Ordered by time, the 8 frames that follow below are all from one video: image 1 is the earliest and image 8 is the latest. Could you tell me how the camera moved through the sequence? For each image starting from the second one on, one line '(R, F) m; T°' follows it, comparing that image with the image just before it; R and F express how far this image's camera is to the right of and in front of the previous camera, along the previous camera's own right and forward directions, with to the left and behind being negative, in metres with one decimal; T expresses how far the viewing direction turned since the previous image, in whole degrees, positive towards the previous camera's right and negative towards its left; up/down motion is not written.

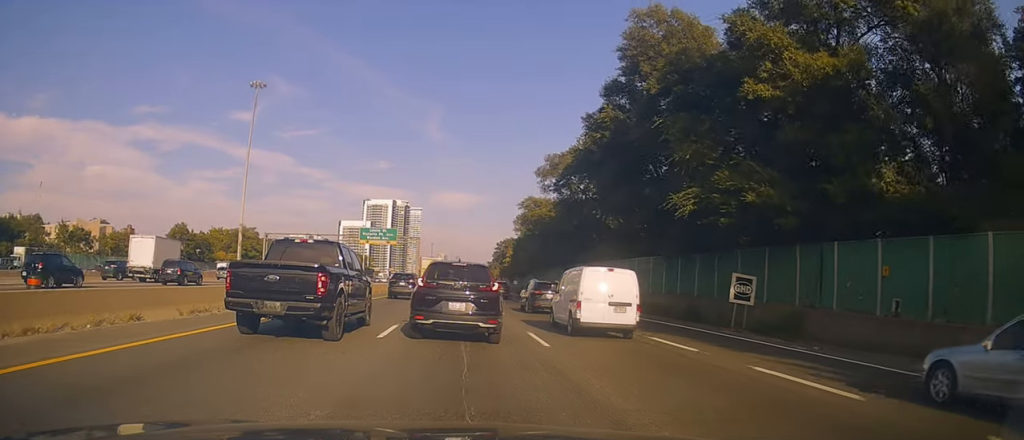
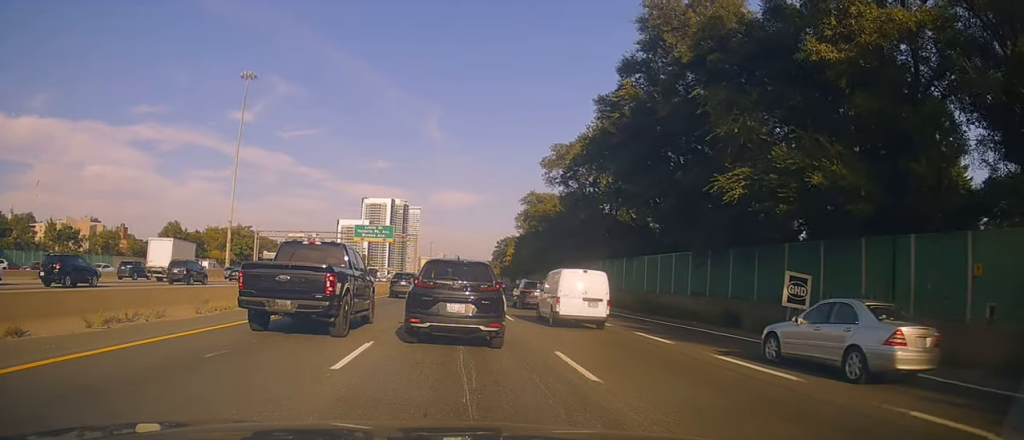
(-0.1, +4.6) m; -4°
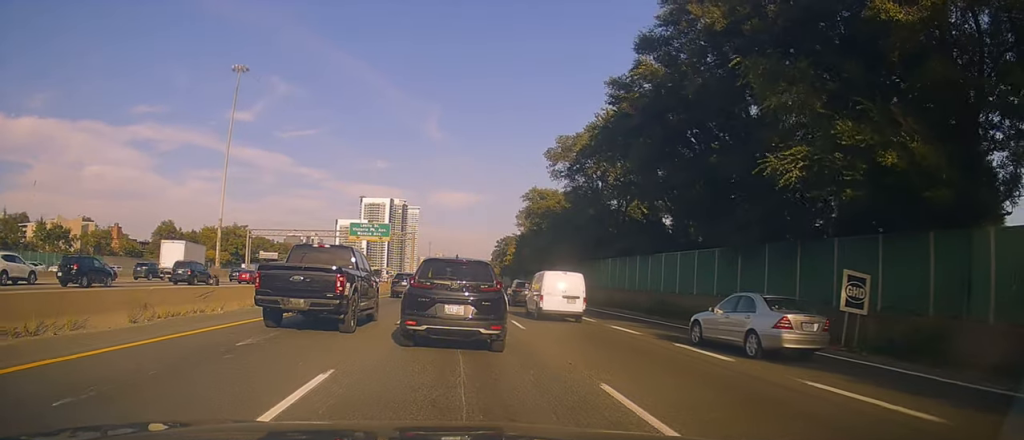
(-0.2, +3.8) m; -3°
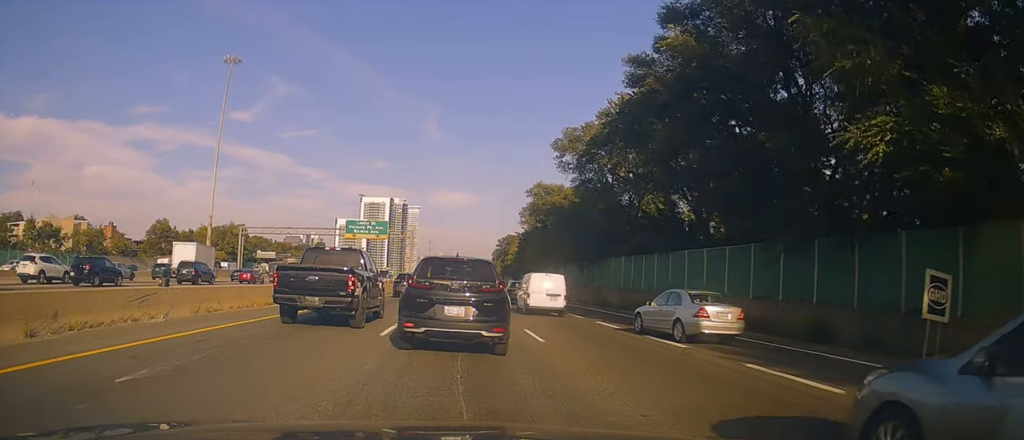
(-0.1, +4.0) m; 0°
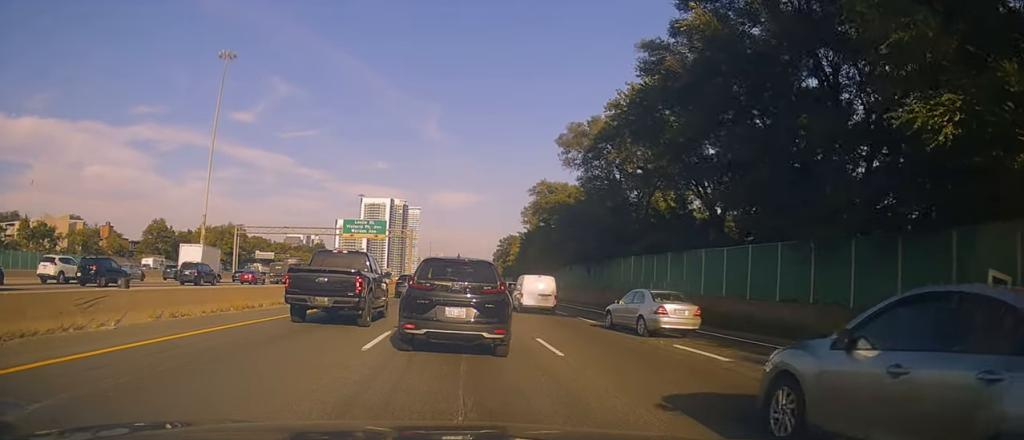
(+0.1, +2.4) m; +2°
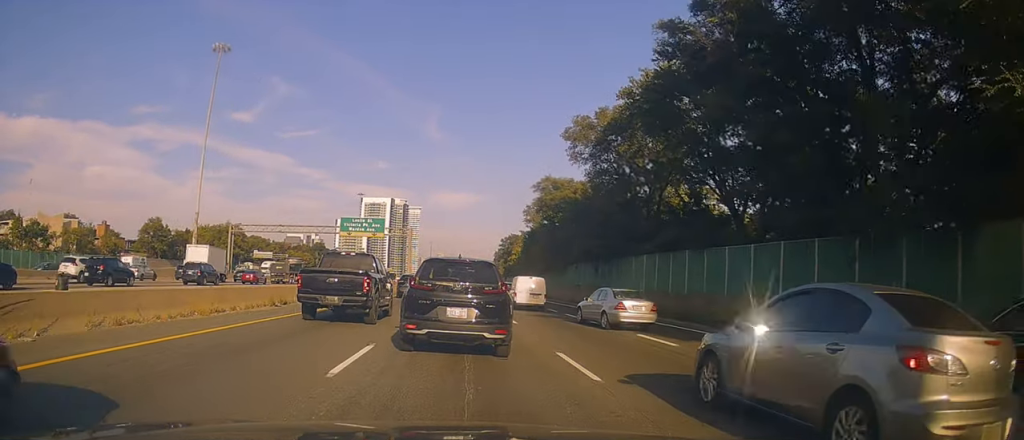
(+0.1, +2.8) m; +1°
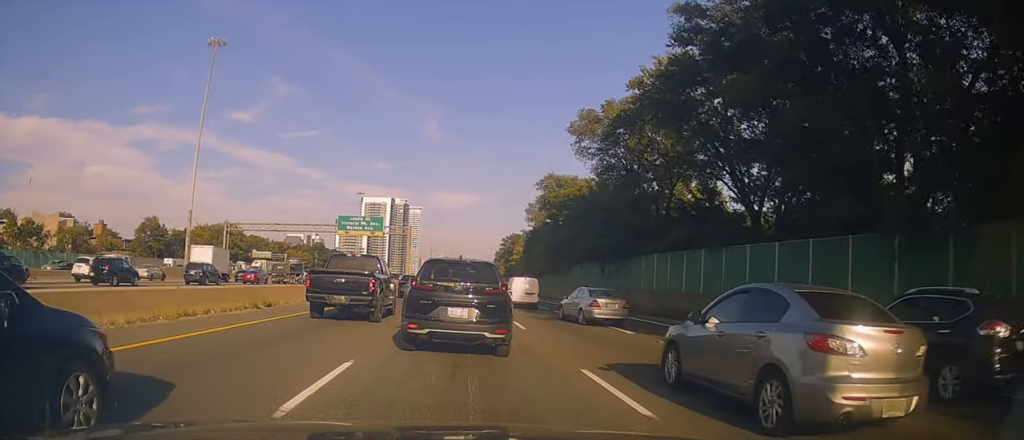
(+0.1, +2.1) m; 0°
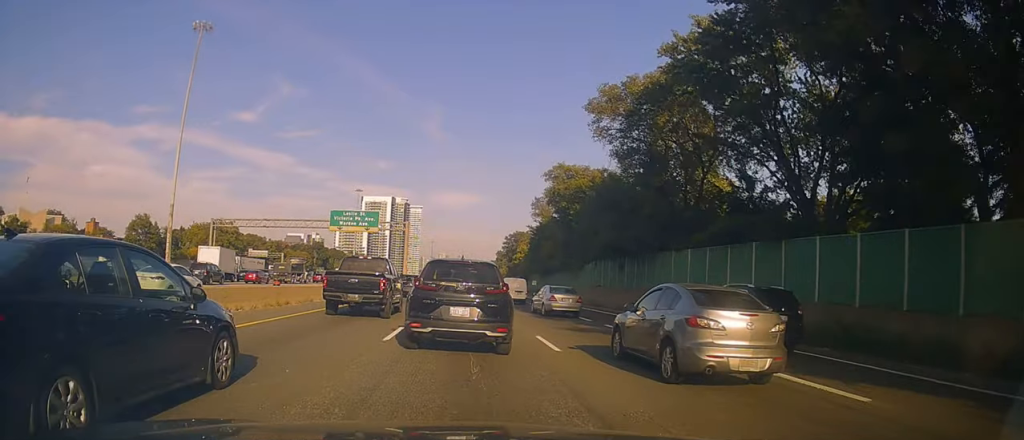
(-0.1, +5.2) m; -2°
